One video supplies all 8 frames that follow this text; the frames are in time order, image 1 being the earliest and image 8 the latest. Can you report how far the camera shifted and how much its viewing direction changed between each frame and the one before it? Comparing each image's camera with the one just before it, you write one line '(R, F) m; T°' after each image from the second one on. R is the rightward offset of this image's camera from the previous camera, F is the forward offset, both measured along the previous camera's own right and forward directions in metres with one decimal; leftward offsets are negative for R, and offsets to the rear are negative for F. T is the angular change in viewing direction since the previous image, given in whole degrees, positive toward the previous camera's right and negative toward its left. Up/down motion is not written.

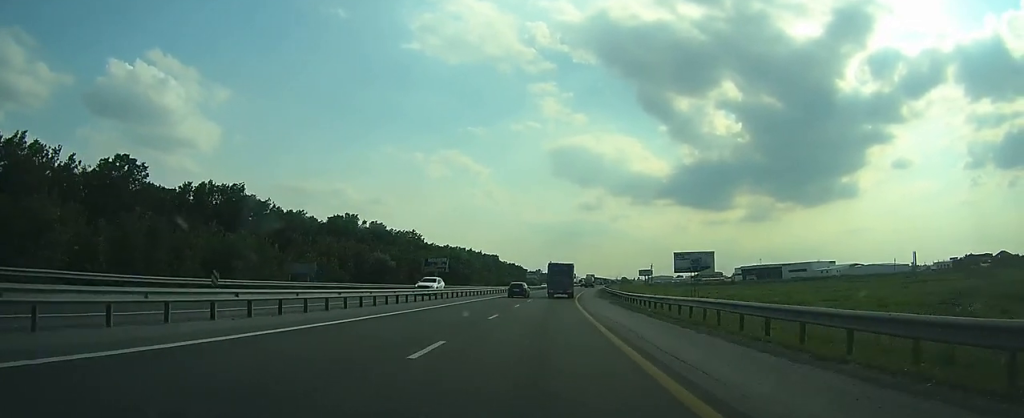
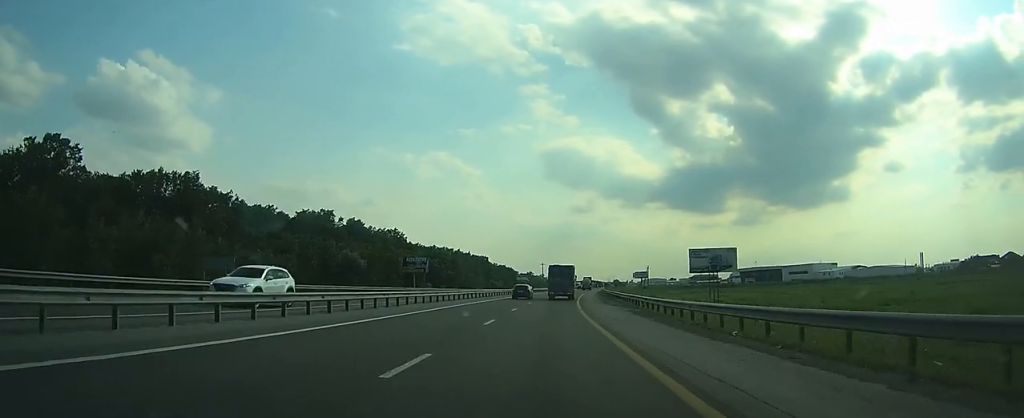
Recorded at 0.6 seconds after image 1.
(+0.2, +13.8) m; +1°
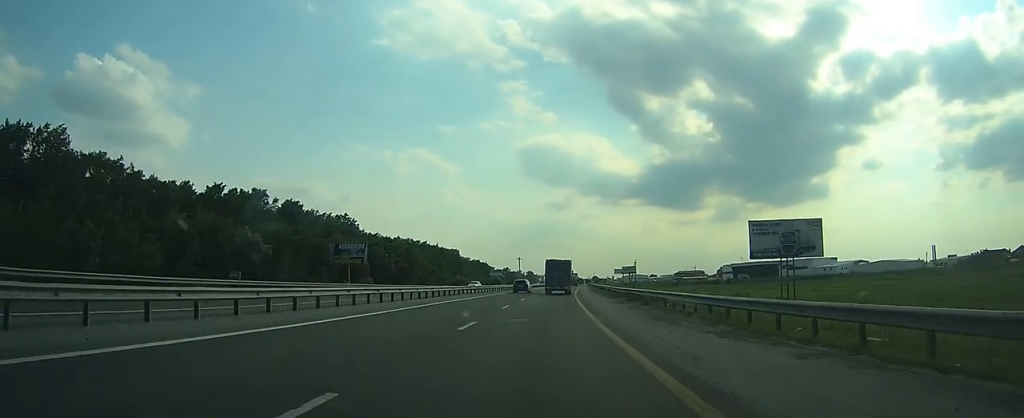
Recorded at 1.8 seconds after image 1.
(+0.2, +28.3) m; 0°
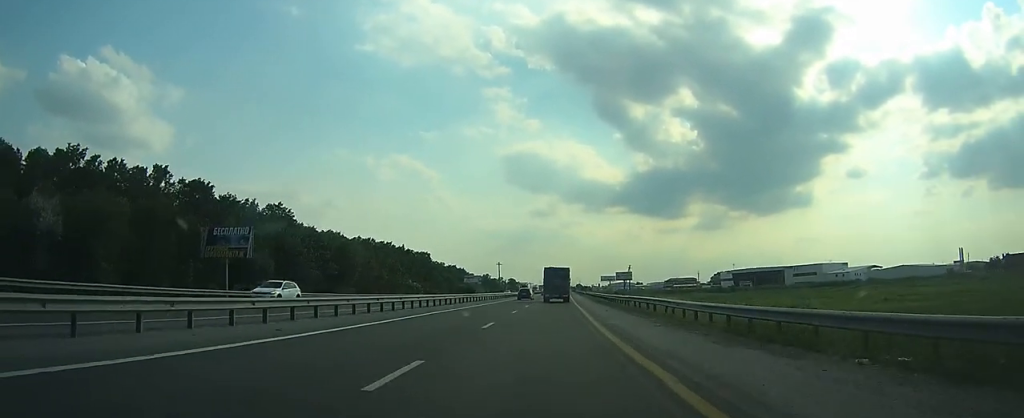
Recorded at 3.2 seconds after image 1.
(+0.1, +31.9) m; +1°
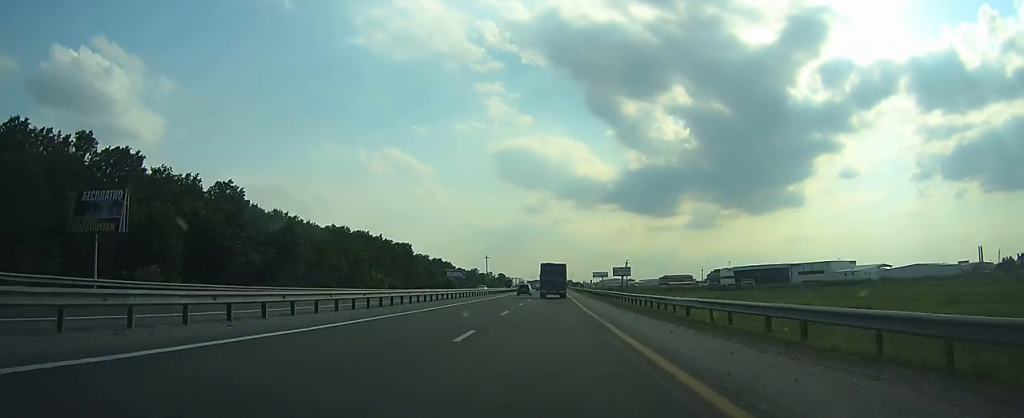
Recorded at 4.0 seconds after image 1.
(+0.2, +18.2) m; +2°
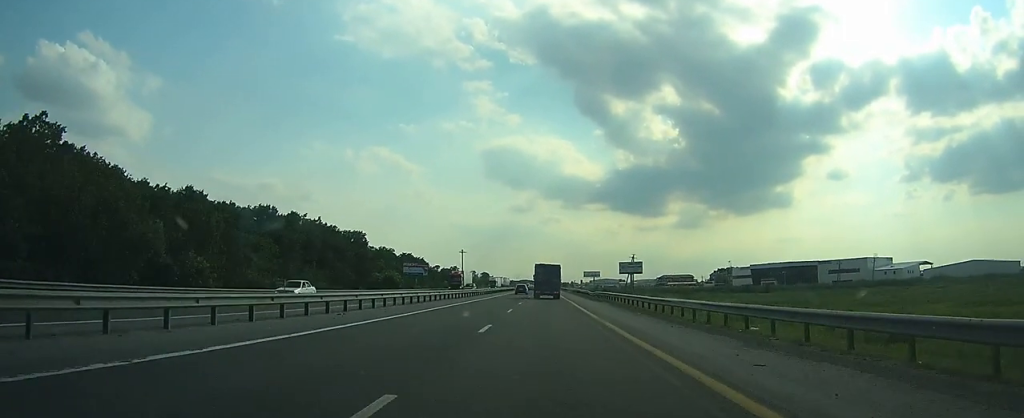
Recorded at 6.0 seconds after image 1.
(+1.4, +44.7) m; +3°
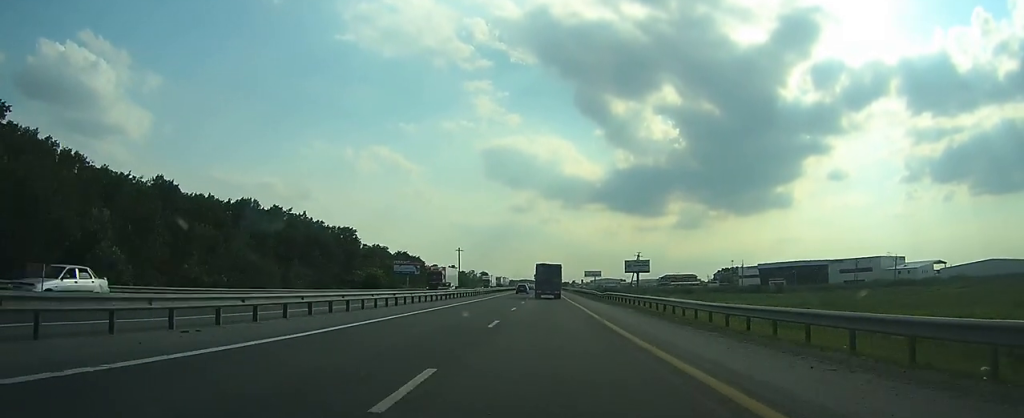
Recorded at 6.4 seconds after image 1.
(+0.1, +9.9) m; 0°
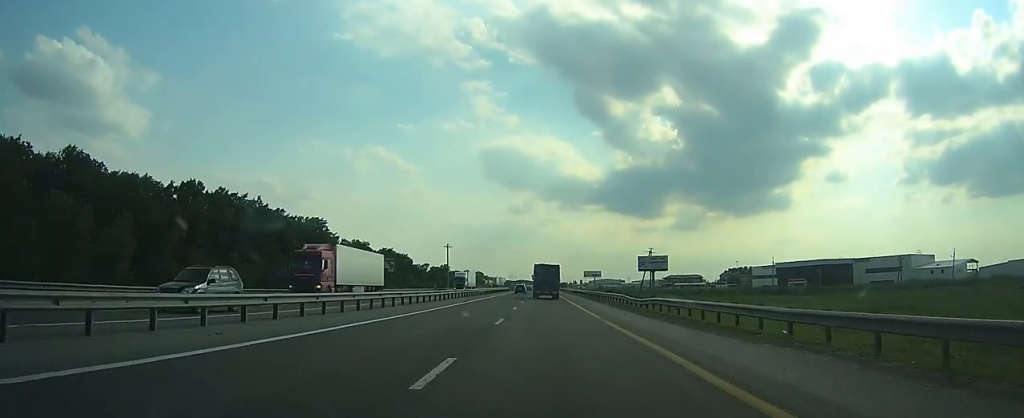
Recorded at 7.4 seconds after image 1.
(+0.2, +22.8) m; +1°
